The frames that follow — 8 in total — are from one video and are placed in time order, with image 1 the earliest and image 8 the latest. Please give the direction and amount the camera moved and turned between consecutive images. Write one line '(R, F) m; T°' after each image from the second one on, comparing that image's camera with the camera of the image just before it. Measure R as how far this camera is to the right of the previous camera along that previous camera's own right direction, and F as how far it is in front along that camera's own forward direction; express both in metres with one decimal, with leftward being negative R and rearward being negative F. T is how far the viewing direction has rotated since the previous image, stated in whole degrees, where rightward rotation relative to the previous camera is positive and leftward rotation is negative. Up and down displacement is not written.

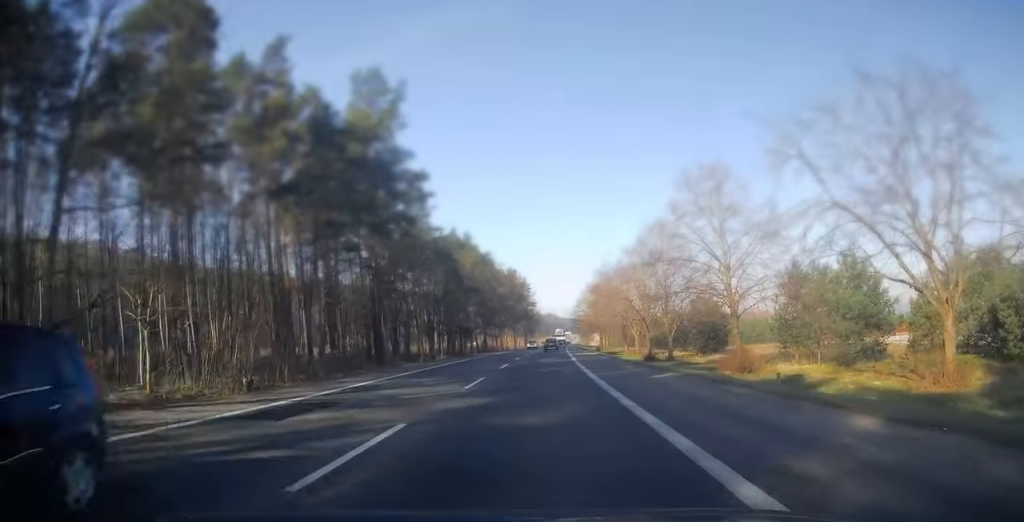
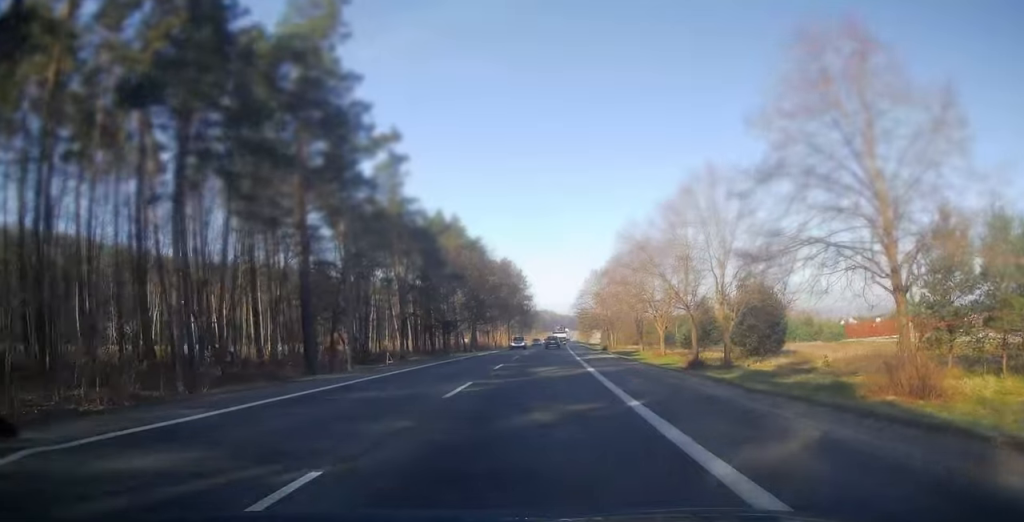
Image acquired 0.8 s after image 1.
(0.0, +15.6) m; 0°
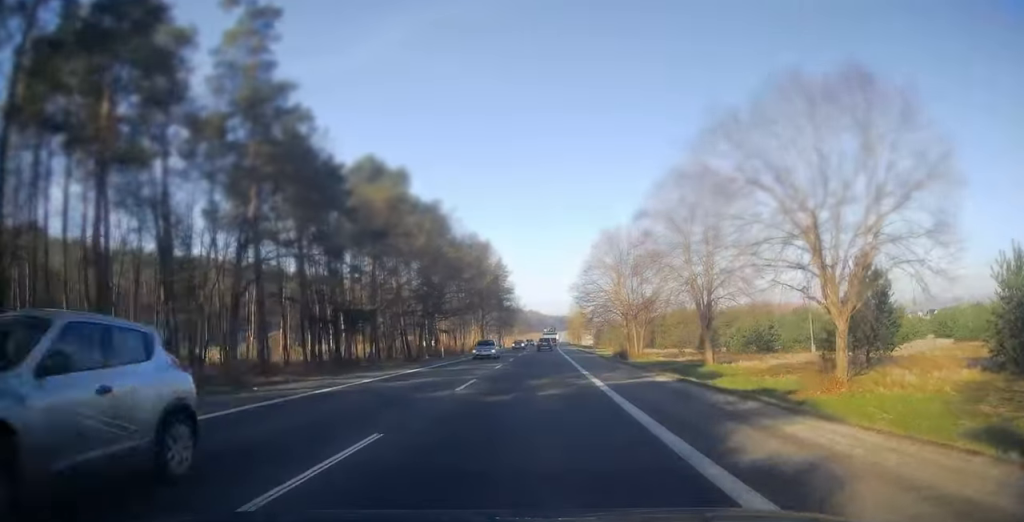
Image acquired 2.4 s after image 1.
(+0.4, +33.1) m; +1°
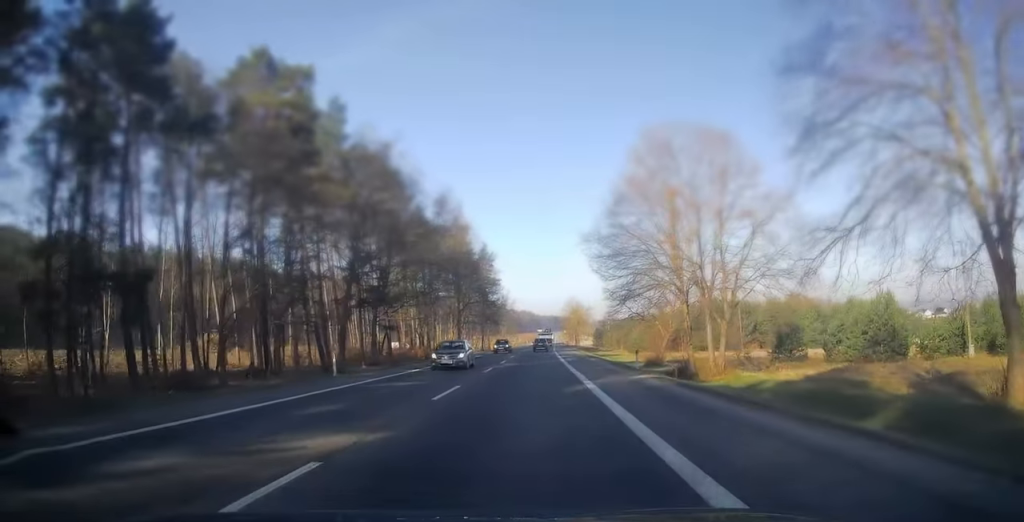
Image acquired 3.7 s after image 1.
(+0.5, +25.6) m; +1°
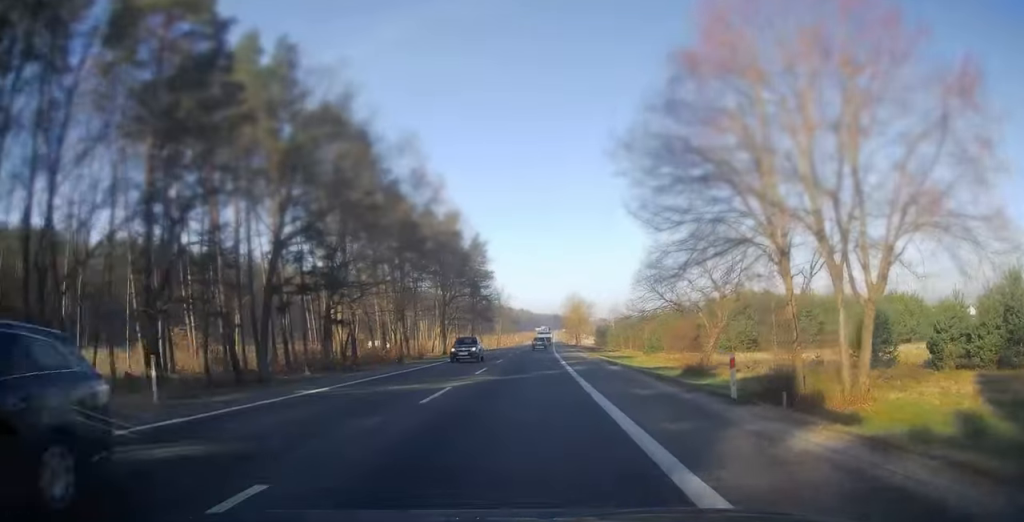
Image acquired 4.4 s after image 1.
(-0.2, +13.1) m; 0°
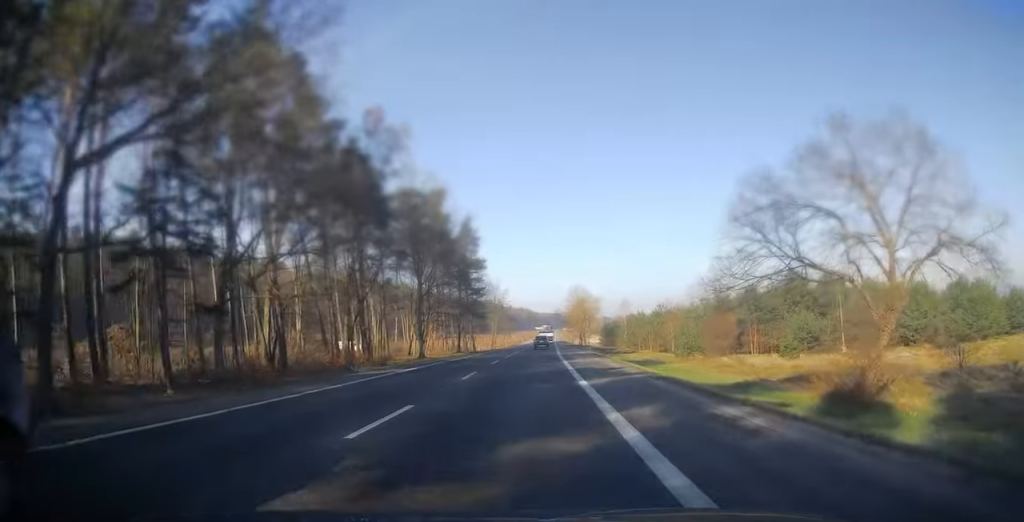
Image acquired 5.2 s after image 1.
(-0.1, +16.7) m; 0°
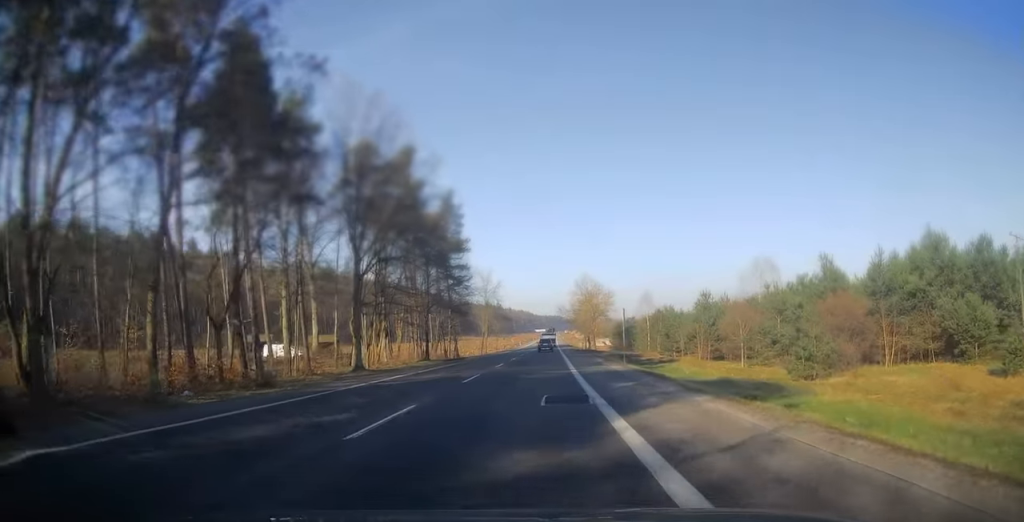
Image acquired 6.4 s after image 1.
(+0.3, +23.7) m; 0°
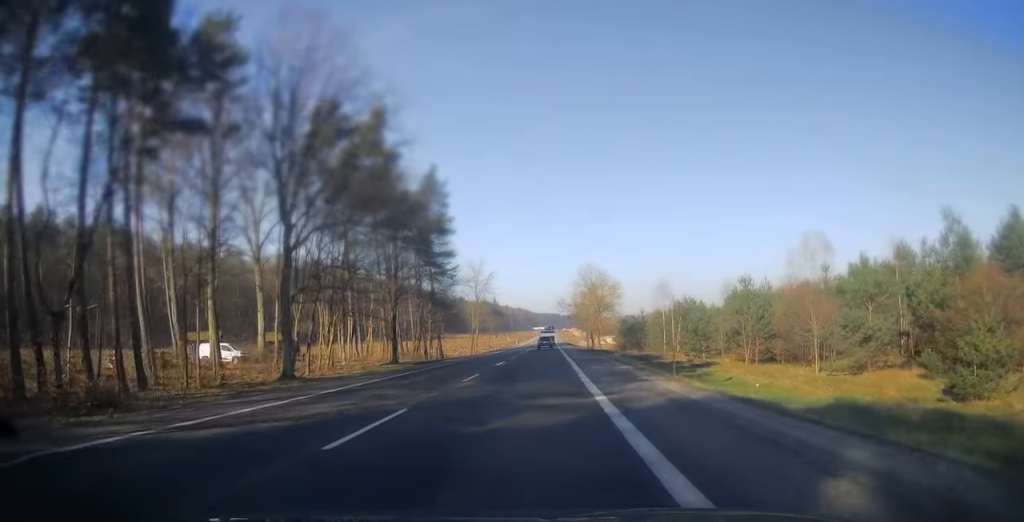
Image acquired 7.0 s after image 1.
(0.0, +12.6) m; -1°
